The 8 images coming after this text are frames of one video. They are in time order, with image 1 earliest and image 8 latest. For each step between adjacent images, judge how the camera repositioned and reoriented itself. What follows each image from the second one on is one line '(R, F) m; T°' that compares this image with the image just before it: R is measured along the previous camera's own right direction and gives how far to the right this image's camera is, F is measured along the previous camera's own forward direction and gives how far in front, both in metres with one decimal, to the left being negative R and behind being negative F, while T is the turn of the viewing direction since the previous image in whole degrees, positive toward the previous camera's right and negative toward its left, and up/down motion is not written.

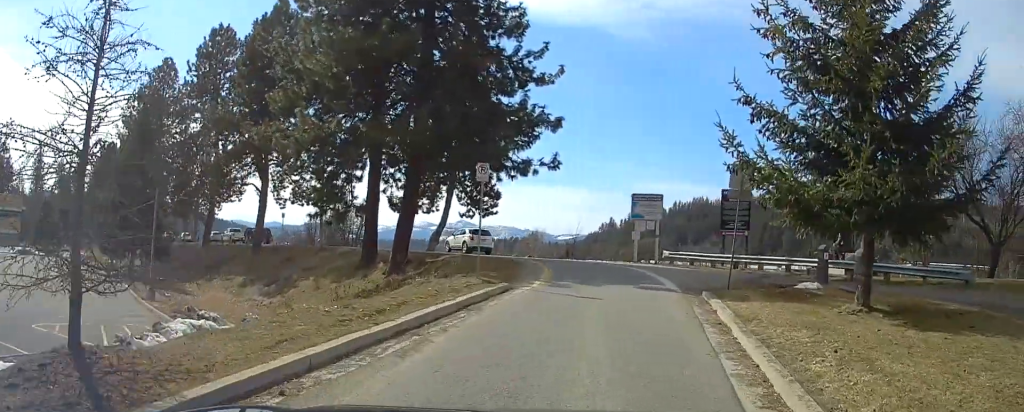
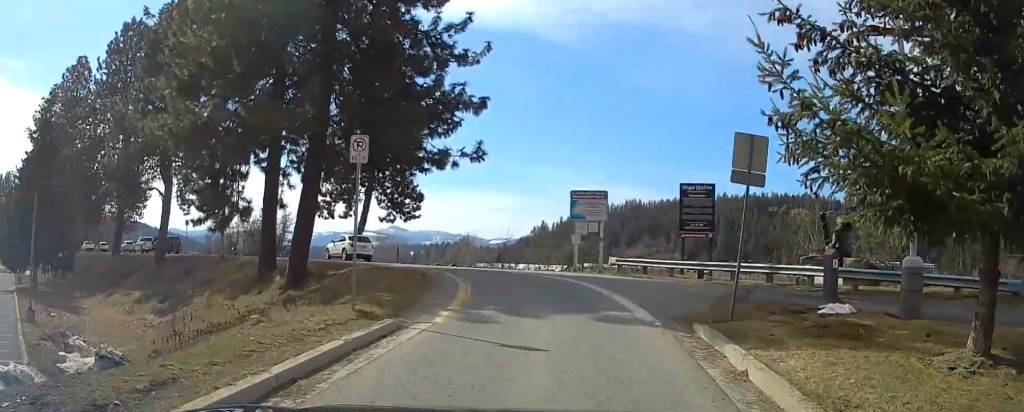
(+0.3, +5.5) m; +2°
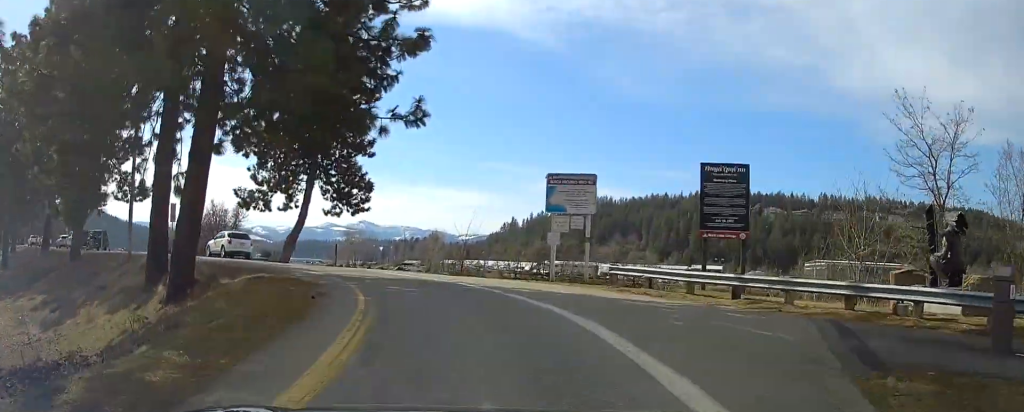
(+0.5, +7.7) m; +1°
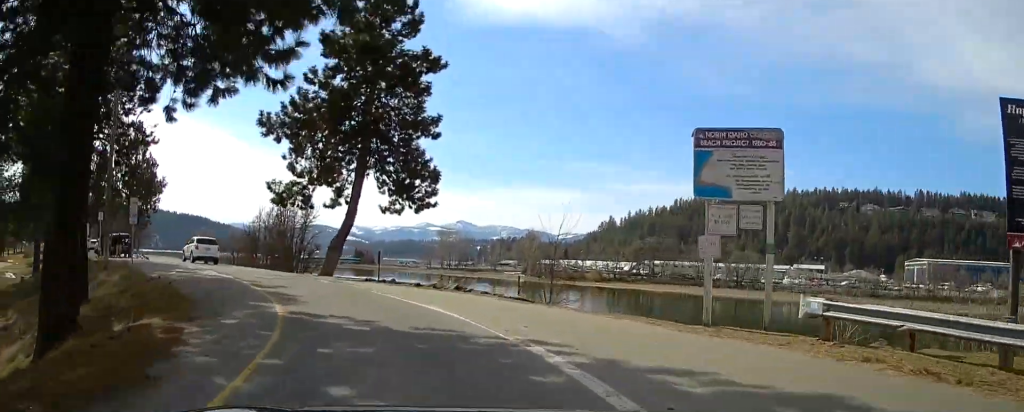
(-0.5, +10.8) m; -12°
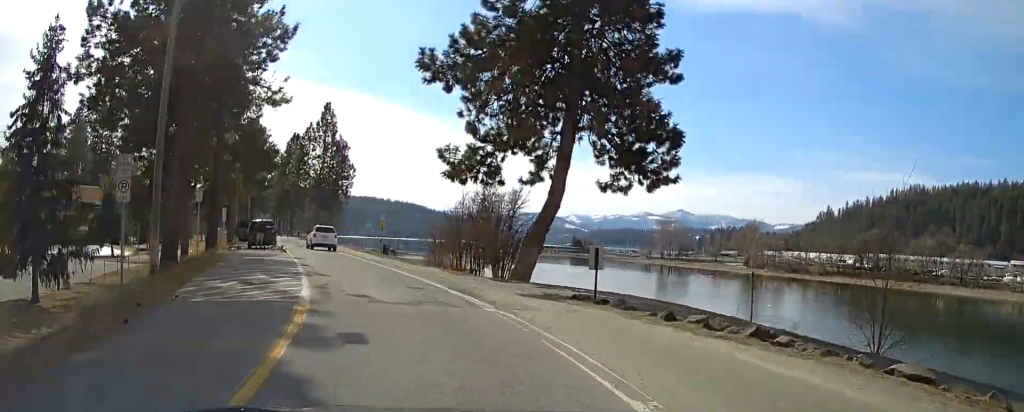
(-2.8, +12.1) m; -23°
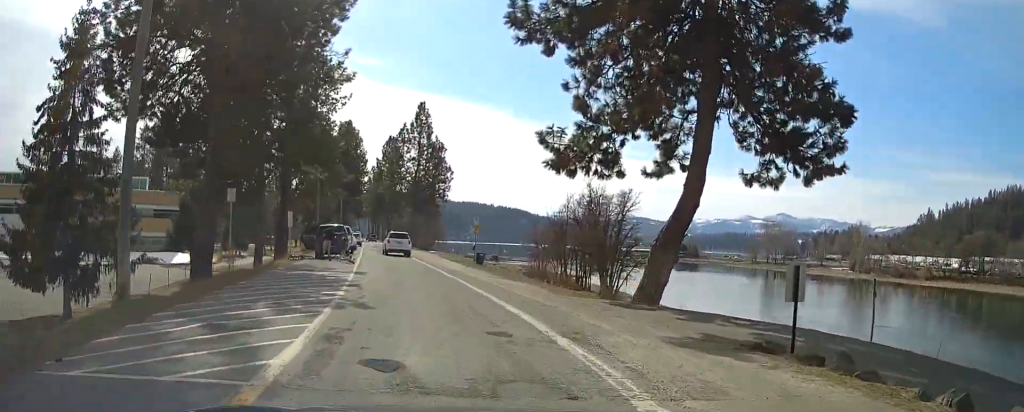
(-1.0, +6.3) m; -7°
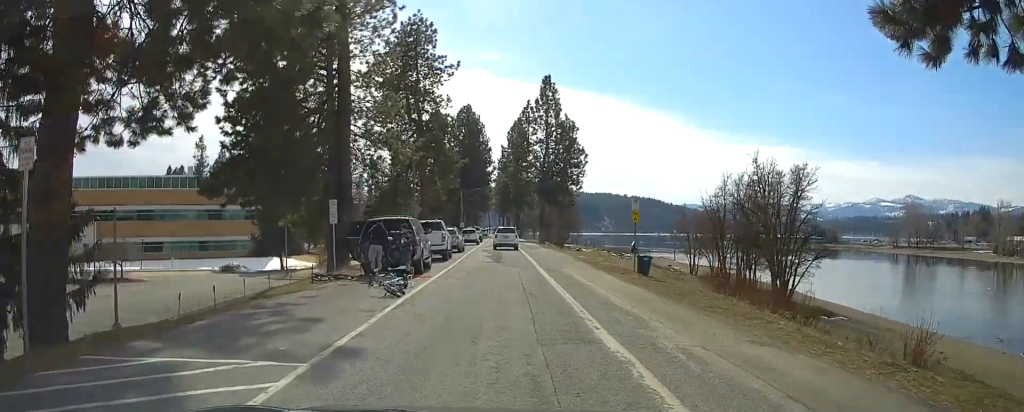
(-0.6, +14.9) m; -2°
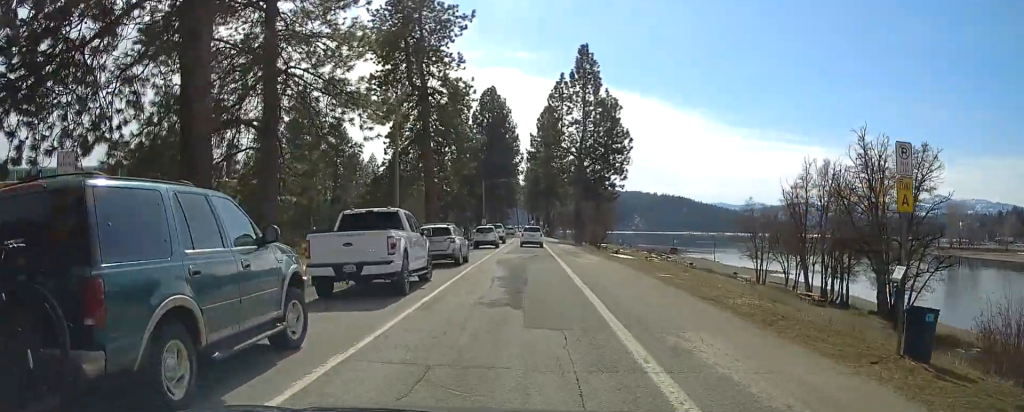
(0.0, +17.8) m; -3°
